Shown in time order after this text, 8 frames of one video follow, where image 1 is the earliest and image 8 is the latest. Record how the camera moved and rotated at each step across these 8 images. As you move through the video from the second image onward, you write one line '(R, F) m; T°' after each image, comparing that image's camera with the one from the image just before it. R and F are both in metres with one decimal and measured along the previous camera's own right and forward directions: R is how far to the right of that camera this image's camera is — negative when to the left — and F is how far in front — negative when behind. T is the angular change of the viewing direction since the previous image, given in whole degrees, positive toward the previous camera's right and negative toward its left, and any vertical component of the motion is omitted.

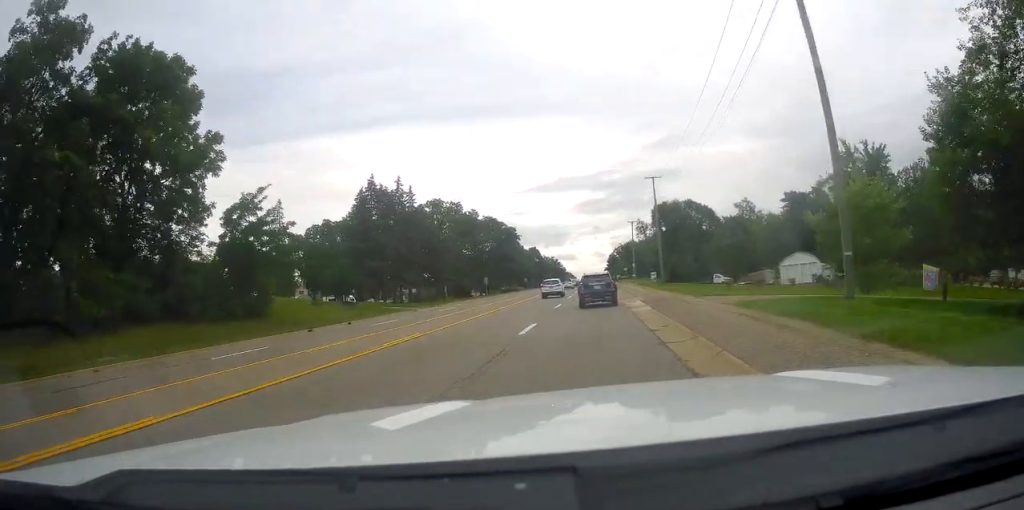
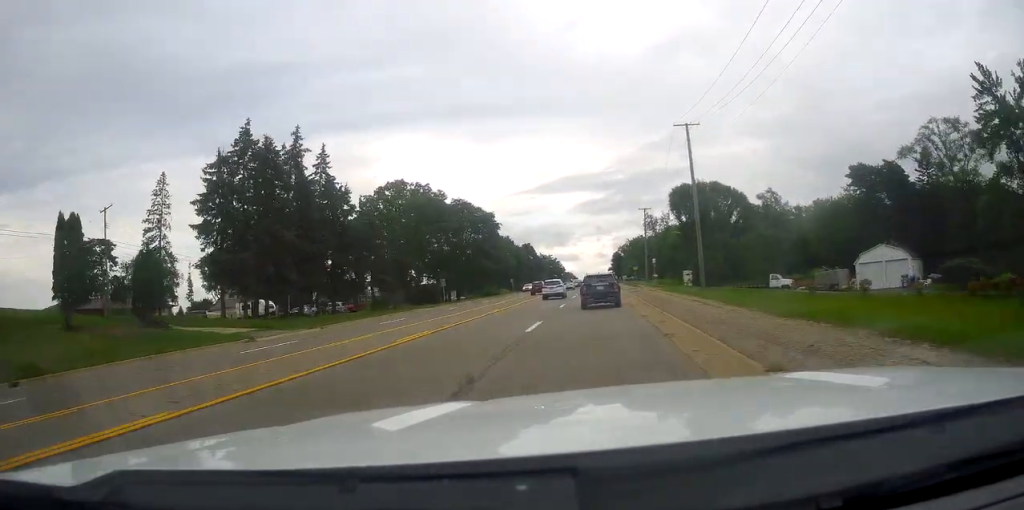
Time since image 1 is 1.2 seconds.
(+0.2, +28.9) m; 0°
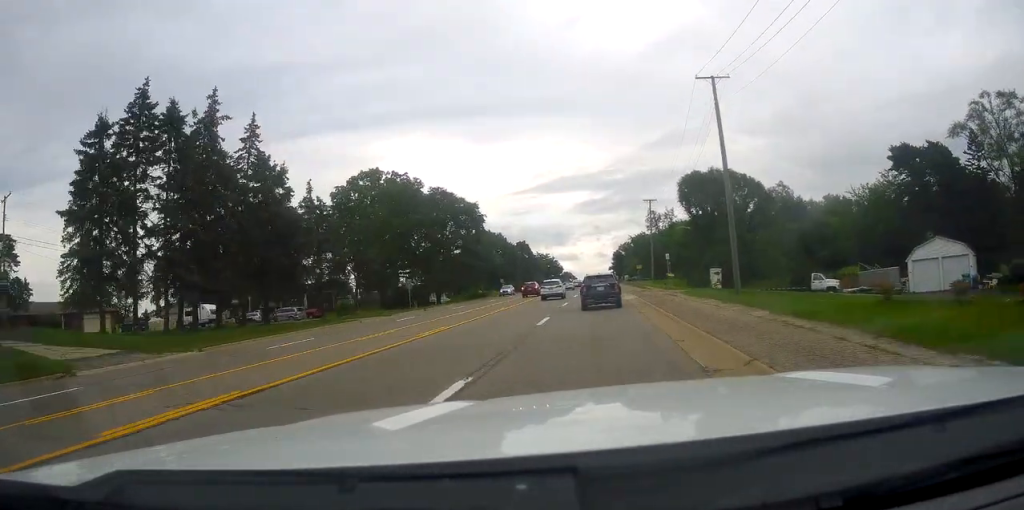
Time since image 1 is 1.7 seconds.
(-0.2, +12.9) m; 0°
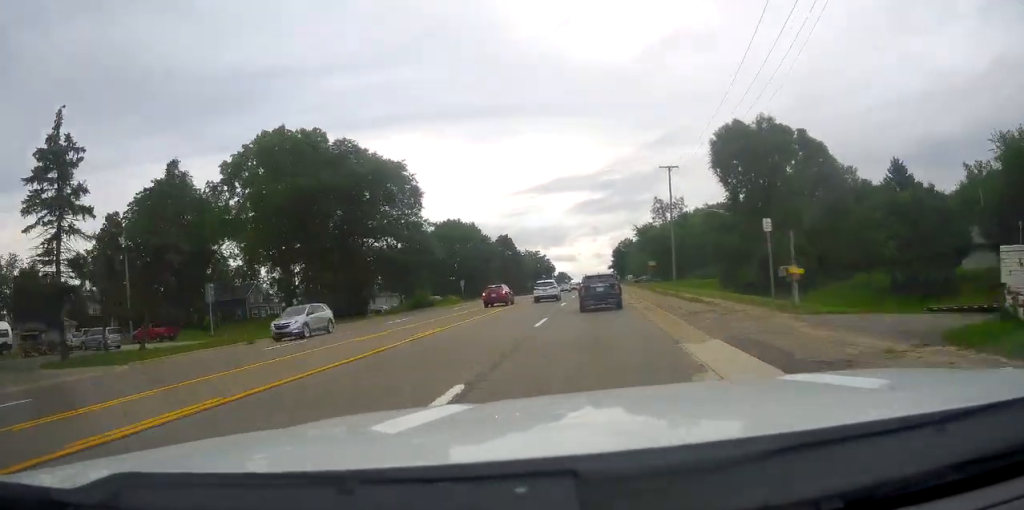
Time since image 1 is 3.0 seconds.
(+0.3, +31.5) m; 0°
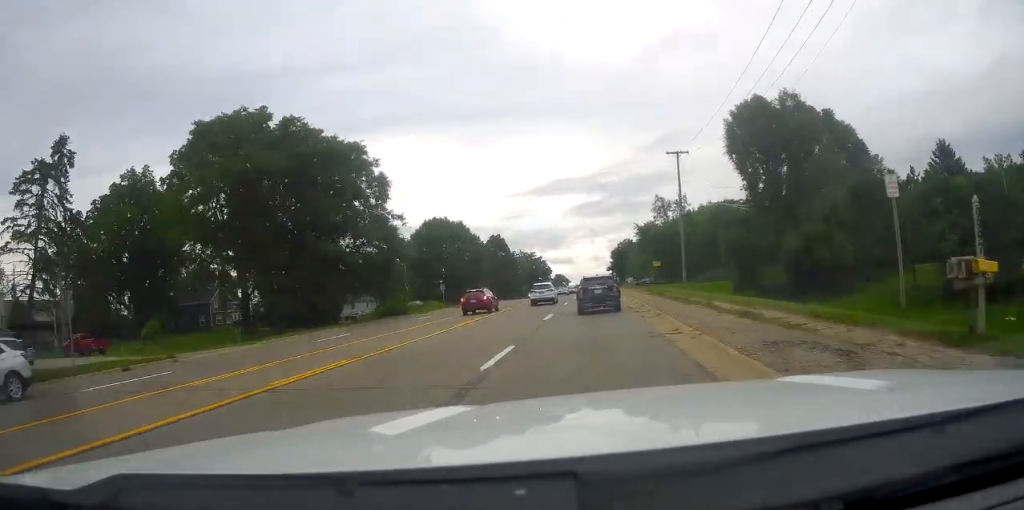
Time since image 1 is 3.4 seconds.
(0.0, +9.7) m; 0°
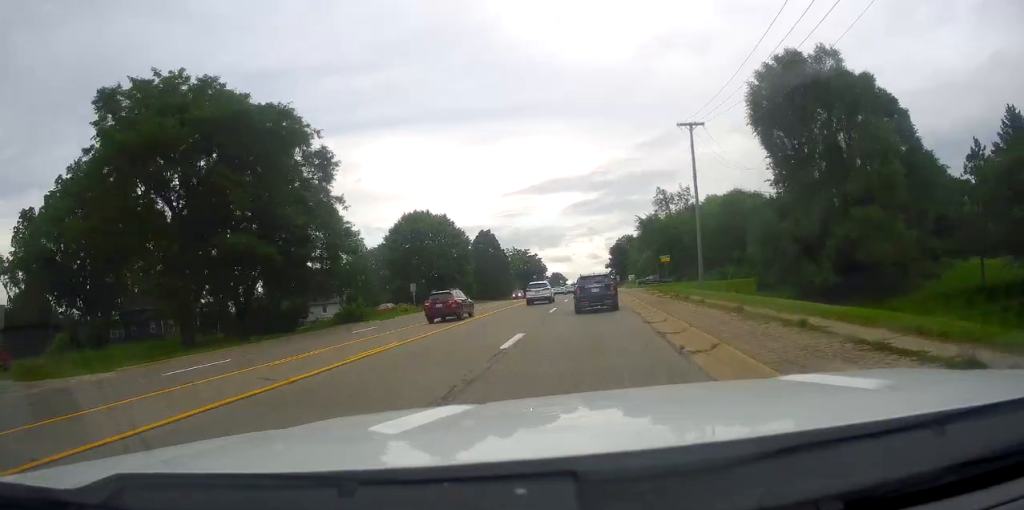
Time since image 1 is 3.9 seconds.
(-0.1, +11.2) m; 0°
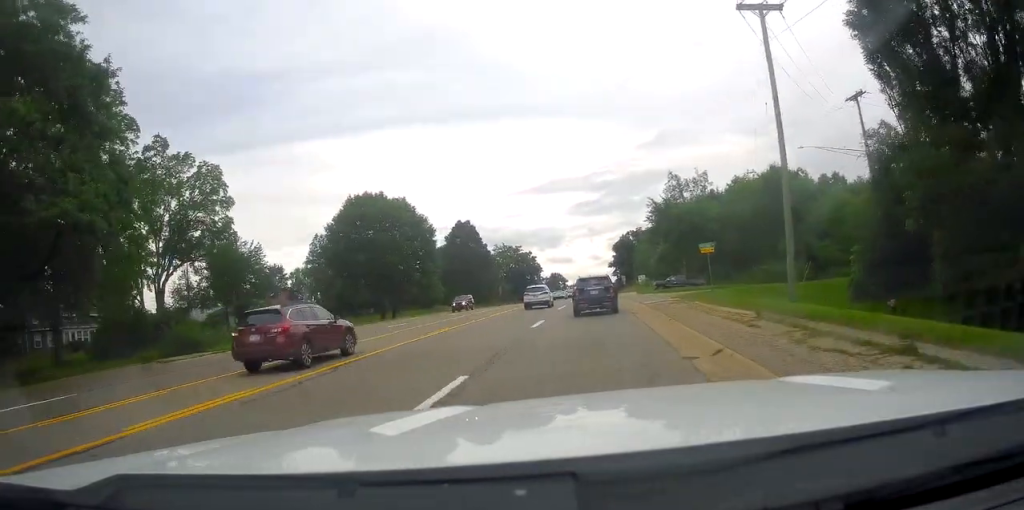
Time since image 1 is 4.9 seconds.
(+0.1, +24.6) m; 0°
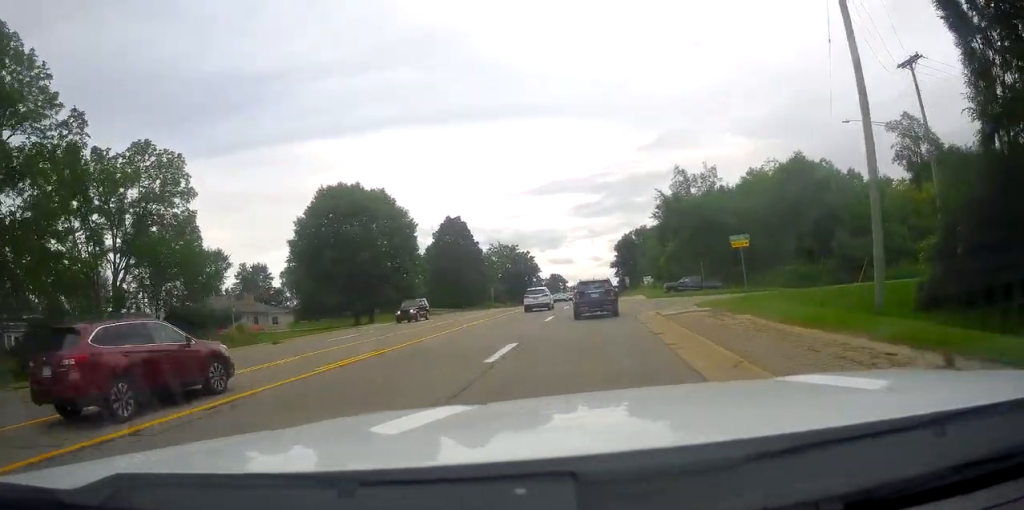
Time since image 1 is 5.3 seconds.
(+0.3, +9.3) m; 0°
